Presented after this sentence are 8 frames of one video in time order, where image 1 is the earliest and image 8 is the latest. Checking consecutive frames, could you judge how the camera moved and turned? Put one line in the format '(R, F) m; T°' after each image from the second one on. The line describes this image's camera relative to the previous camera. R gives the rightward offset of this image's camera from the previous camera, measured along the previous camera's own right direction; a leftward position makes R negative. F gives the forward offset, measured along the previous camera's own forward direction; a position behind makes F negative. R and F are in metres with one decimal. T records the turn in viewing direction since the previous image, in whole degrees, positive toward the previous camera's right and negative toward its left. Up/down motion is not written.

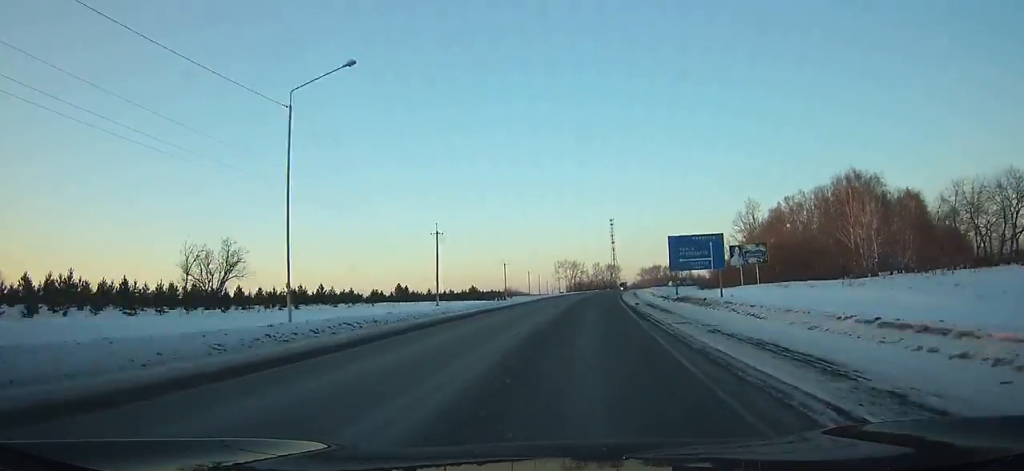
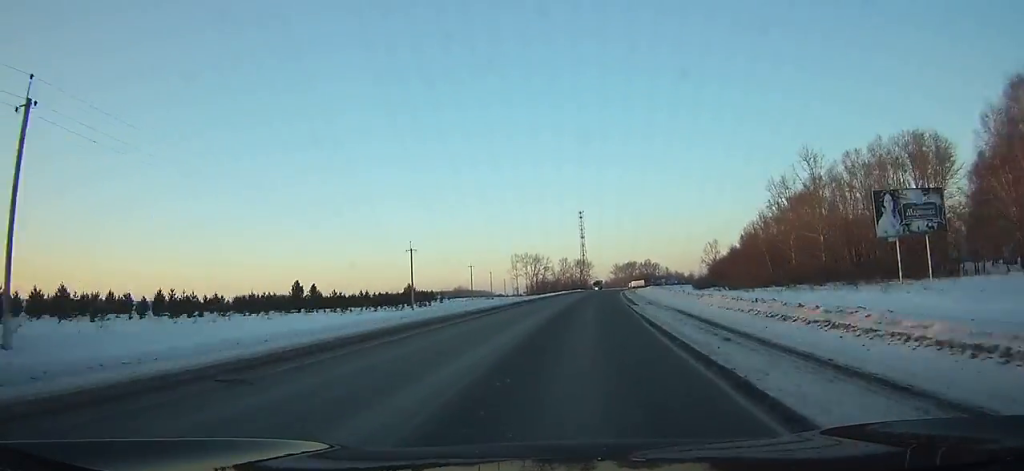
(+1.6, +52.8) m; +3°
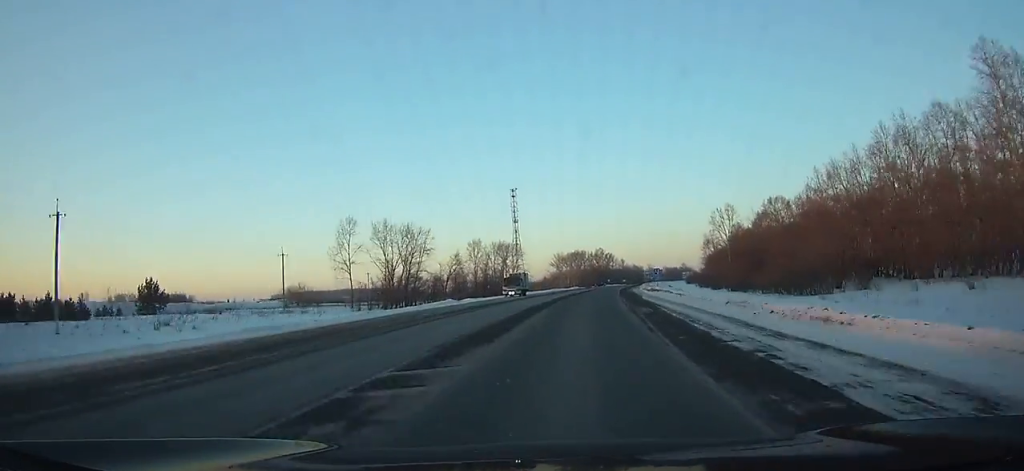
(+5.4, +109.4) m; +6°
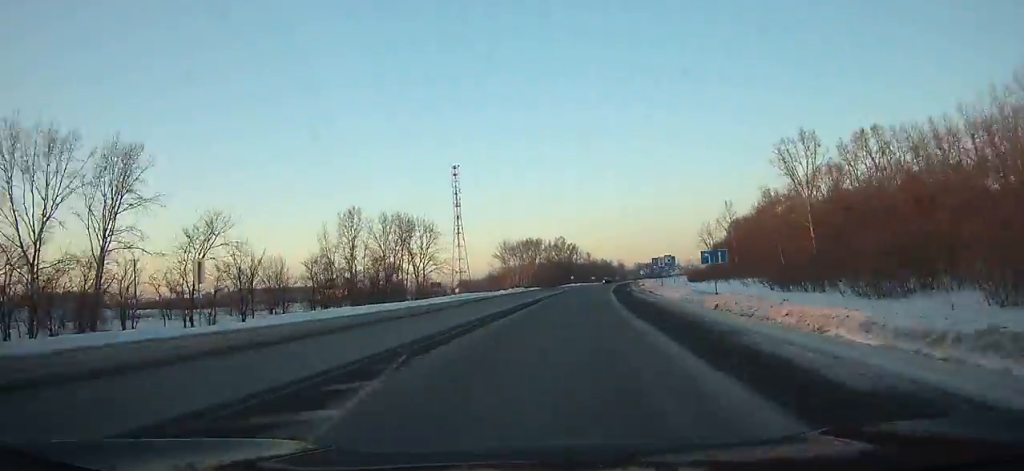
(+2.8, +75.6) m; +3°
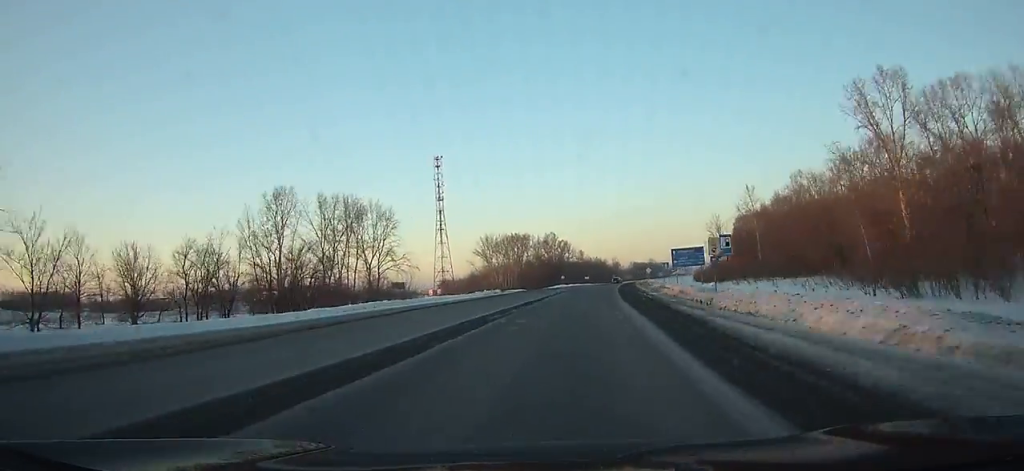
(+0.2, +25.4) m; +1°
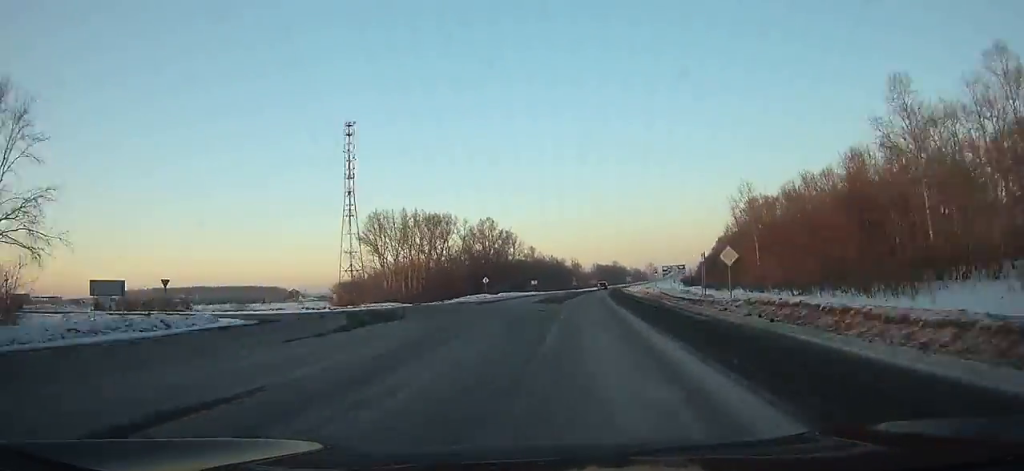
(+2.0, +71.8) m; +3°
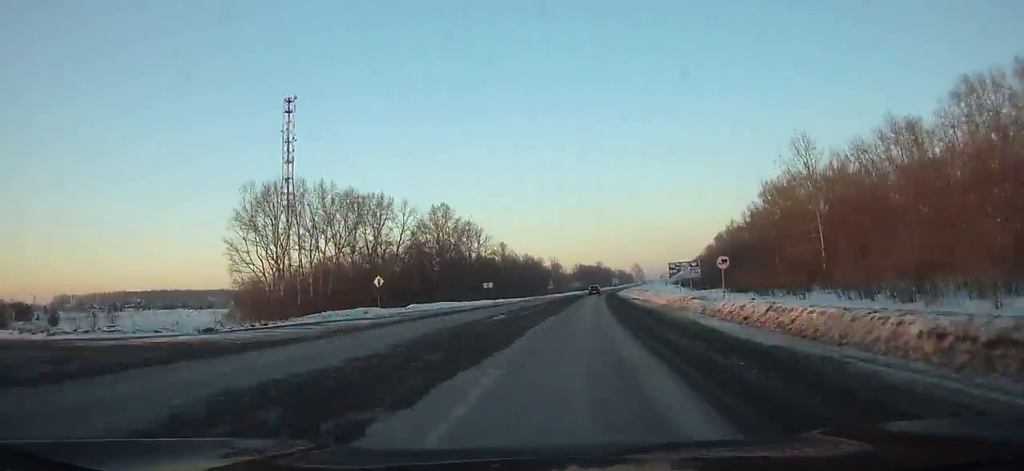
(+0.7, +37.6) m; +2°
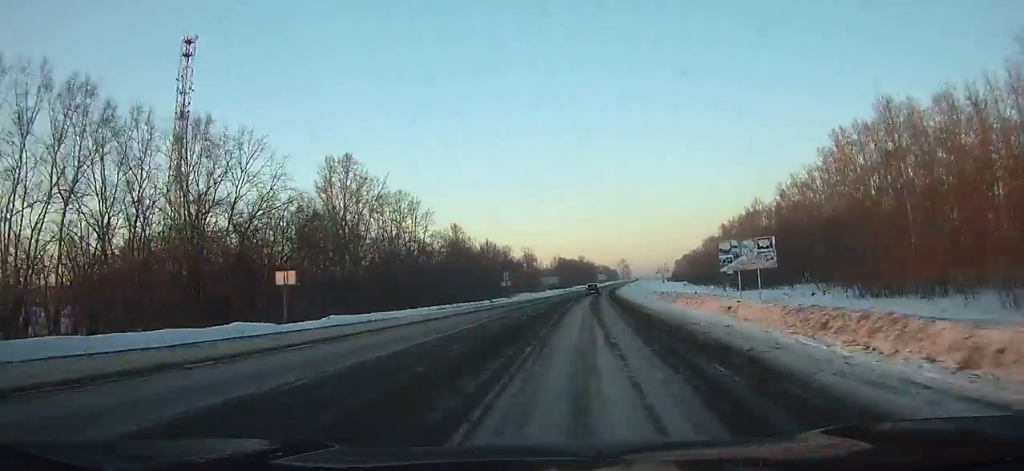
(+1.0, +51.8) m; +2°
